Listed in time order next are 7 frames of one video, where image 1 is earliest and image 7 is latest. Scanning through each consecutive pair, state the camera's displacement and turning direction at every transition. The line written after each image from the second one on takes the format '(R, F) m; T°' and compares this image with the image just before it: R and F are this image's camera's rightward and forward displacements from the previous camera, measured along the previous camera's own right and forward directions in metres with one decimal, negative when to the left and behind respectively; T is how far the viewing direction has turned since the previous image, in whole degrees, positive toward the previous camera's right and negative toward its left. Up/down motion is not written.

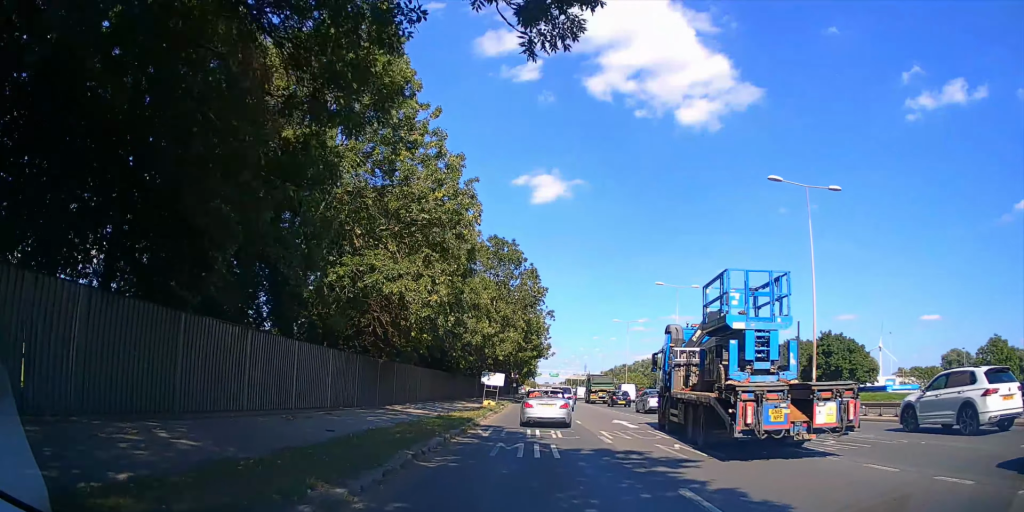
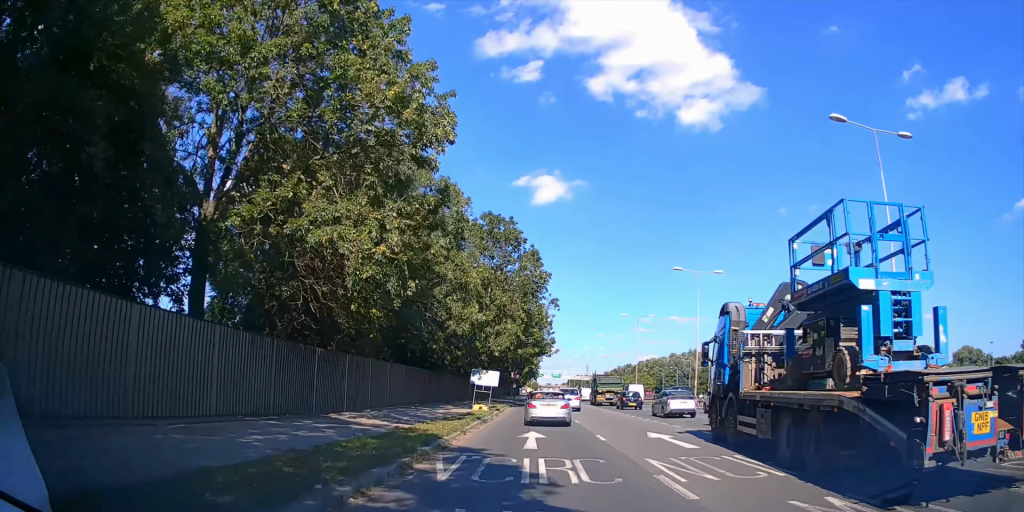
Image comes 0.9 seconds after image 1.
(-0.1, +9.5) m; 0°
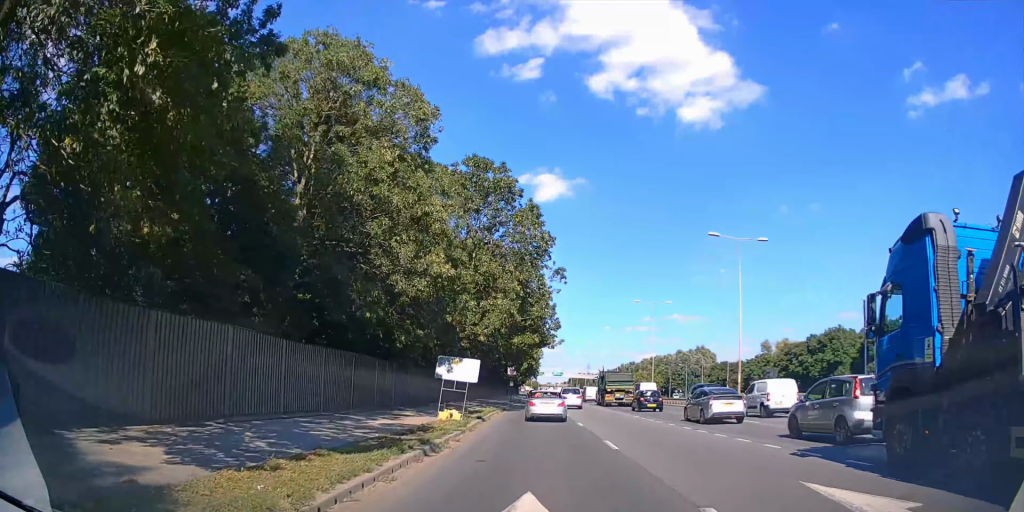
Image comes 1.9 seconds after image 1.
(+0.2, +11.4) m; +1°
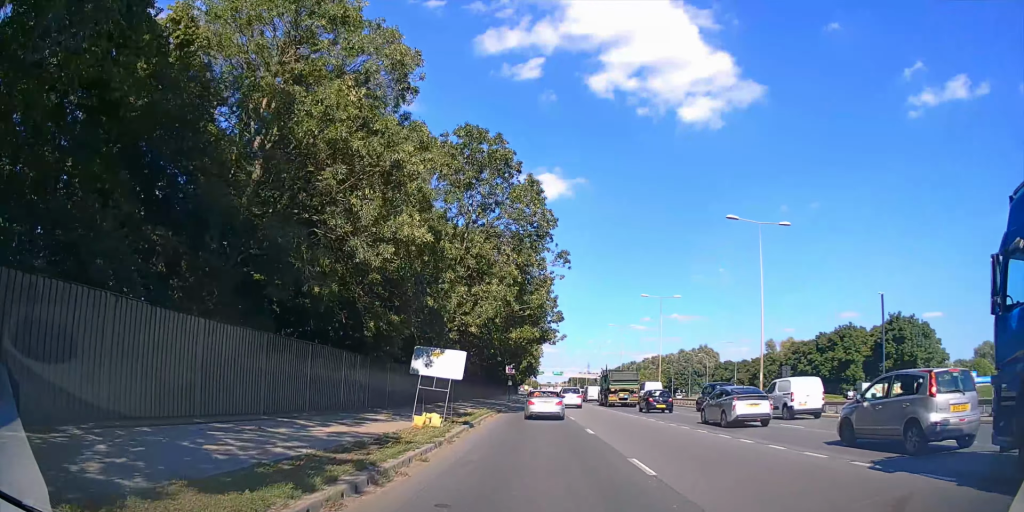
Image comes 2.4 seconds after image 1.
(0.0, +4.7) m; 0°
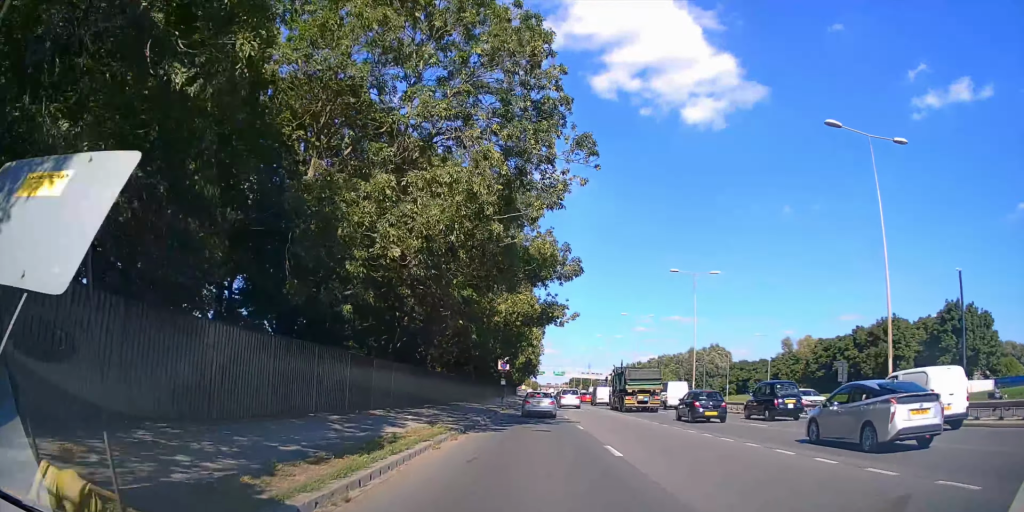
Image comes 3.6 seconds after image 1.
(+0.1, +14.1) m; 0°
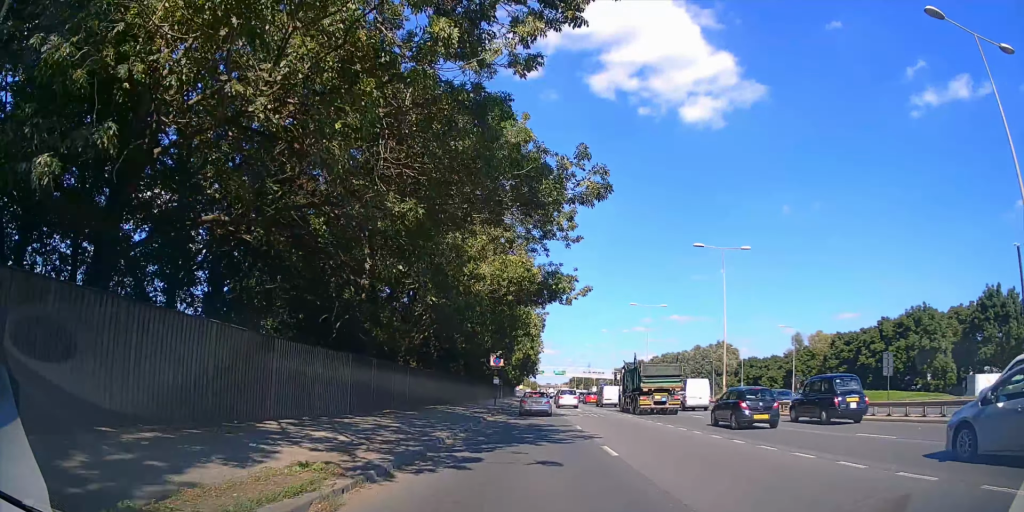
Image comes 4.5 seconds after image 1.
(0.0, +8.9) m; 0°
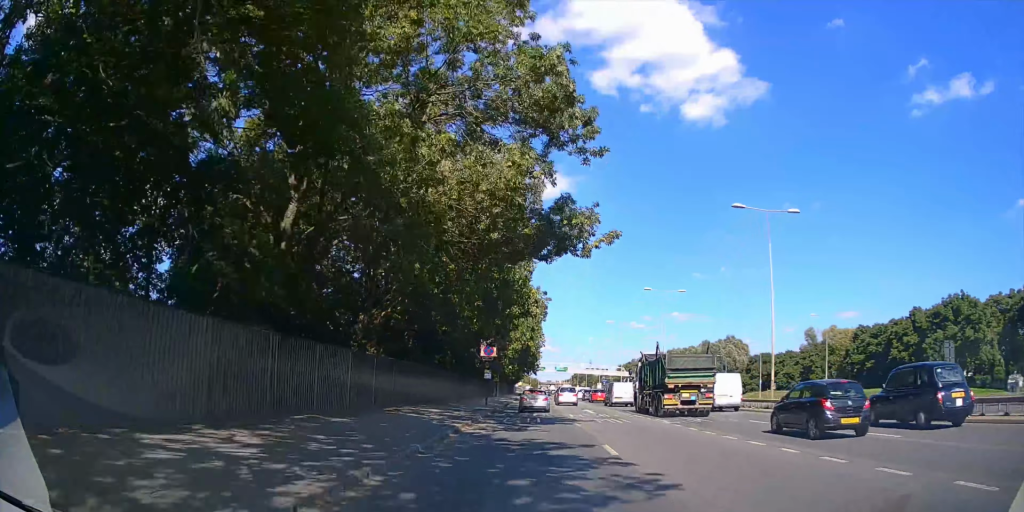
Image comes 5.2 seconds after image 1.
(0.0, +7.4) m; 0°
